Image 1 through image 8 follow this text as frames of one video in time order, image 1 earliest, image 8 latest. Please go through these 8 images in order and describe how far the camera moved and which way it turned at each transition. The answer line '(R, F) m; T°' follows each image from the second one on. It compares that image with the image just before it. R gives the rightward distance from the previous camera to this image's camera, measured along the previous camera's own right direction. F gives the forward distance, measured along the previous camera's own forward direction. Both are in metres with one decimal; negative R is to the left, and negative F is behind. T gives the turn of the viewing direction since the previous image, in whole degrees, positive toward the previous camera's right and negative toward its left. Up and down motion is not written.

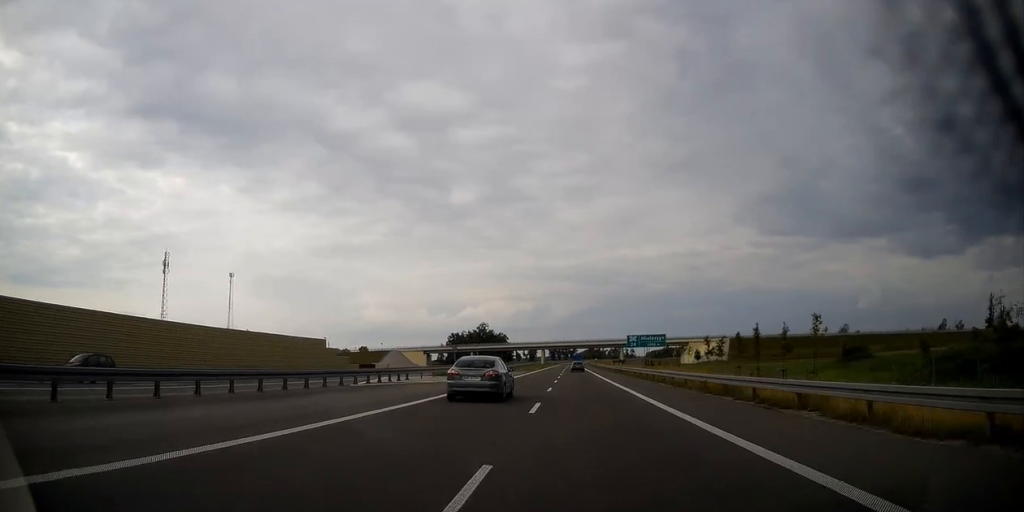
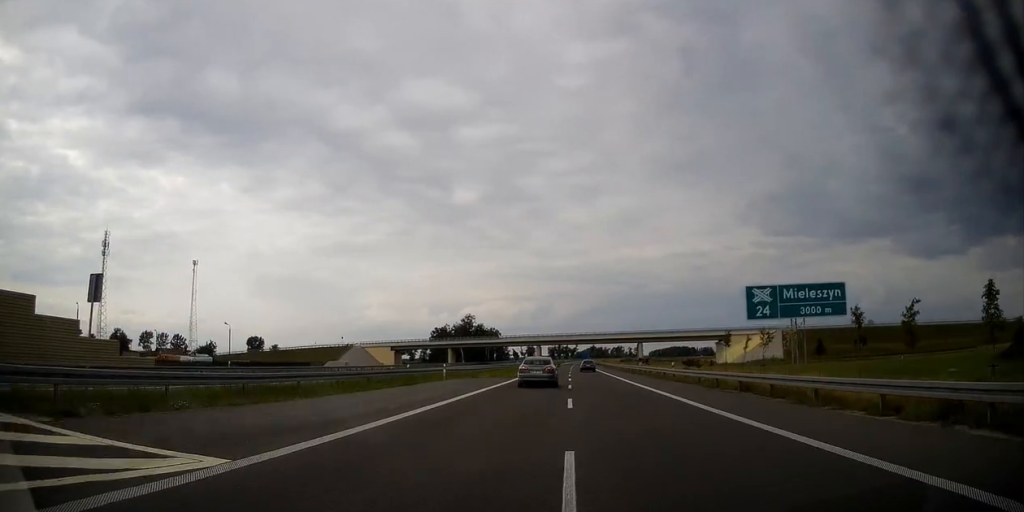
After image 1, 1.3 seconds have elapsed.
(-0.3, +46.9) m; 0°
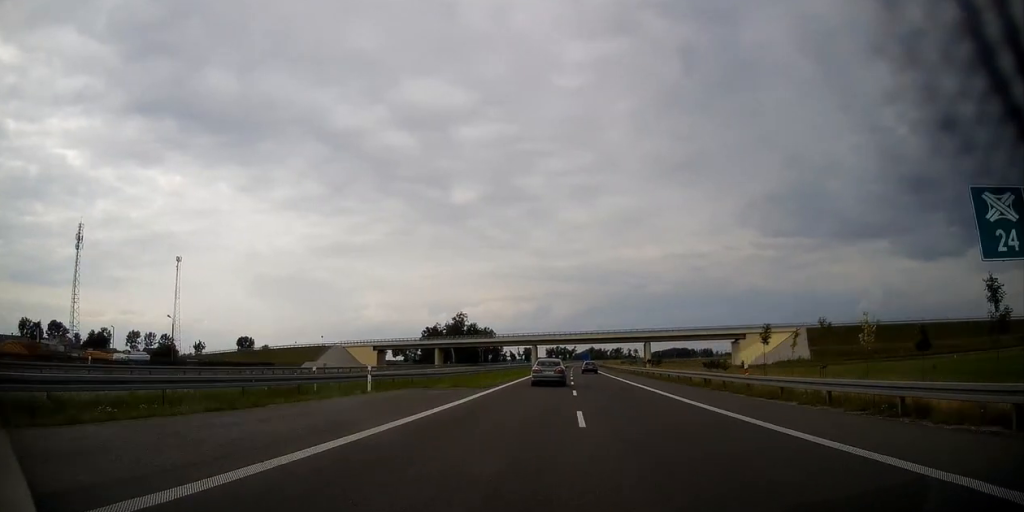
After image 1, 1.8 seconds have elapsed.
(0.0, +16.4) m; 0°
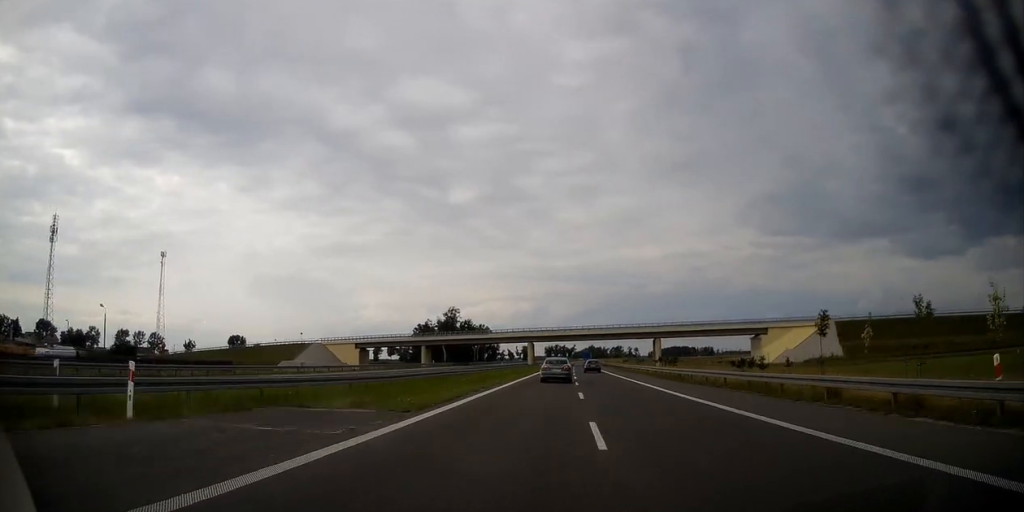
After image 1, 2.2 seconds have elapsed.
(0.0, +15.3) m; 0°
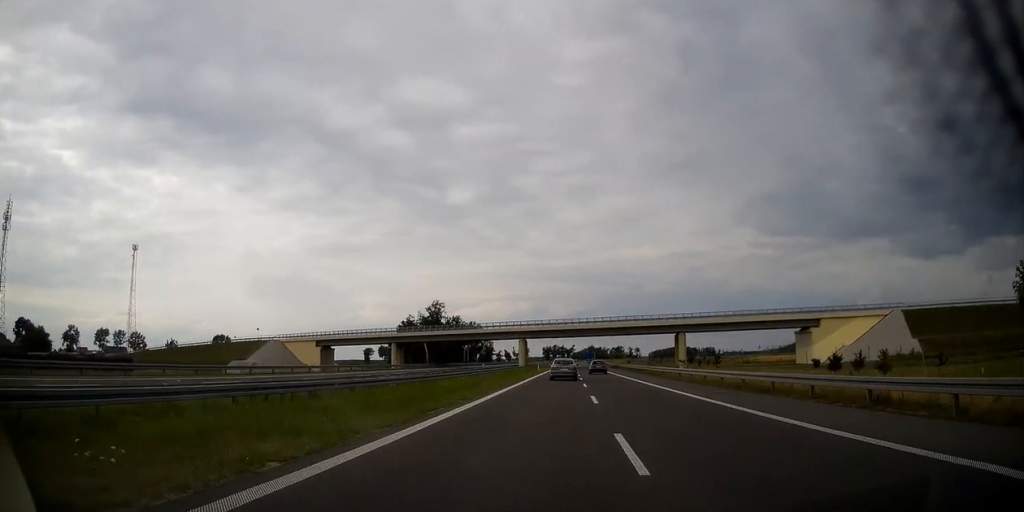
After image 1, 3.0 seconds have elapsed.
(0.0, +25.9) m; 0°
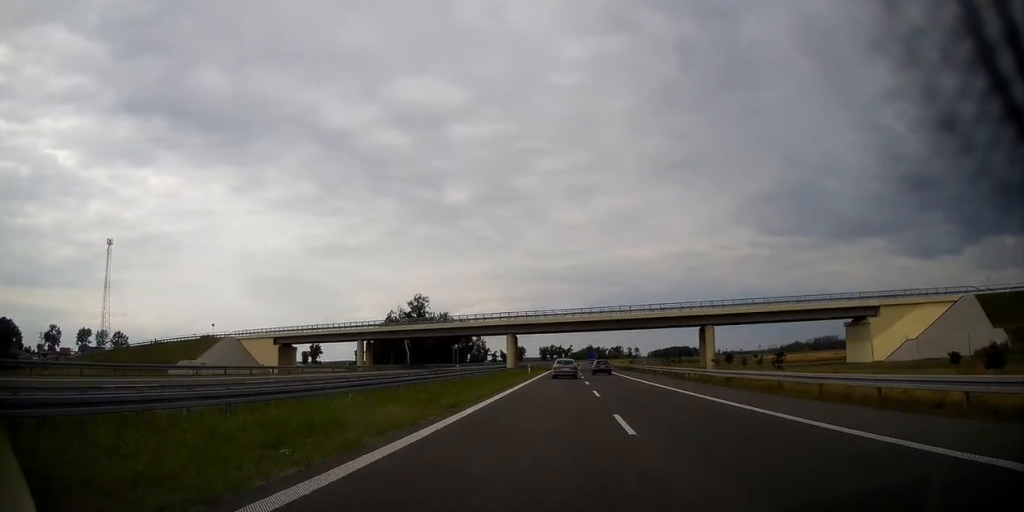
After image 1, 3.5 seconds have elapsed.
(0.0, +20.0) m; 0°
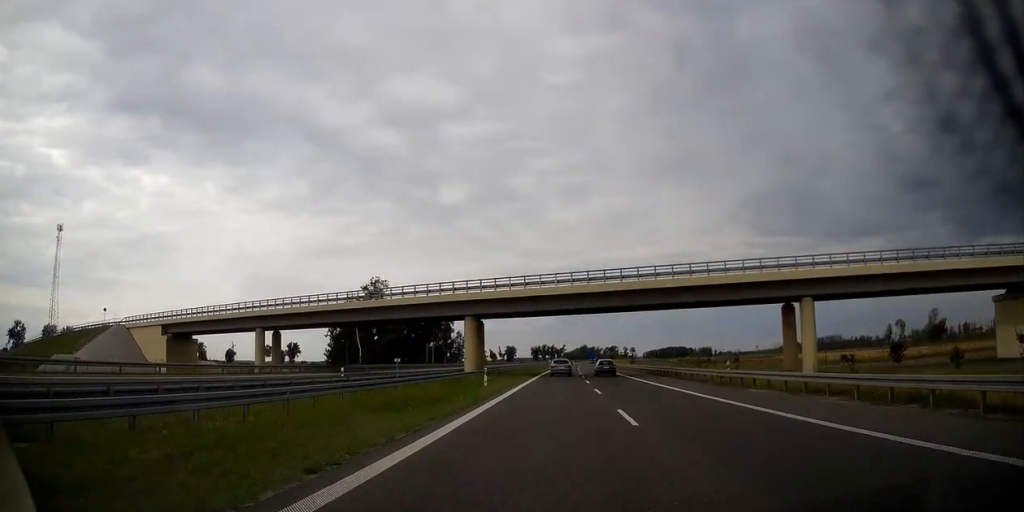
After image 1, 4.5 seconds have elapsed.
(+0.1, +34.3) m; +1°
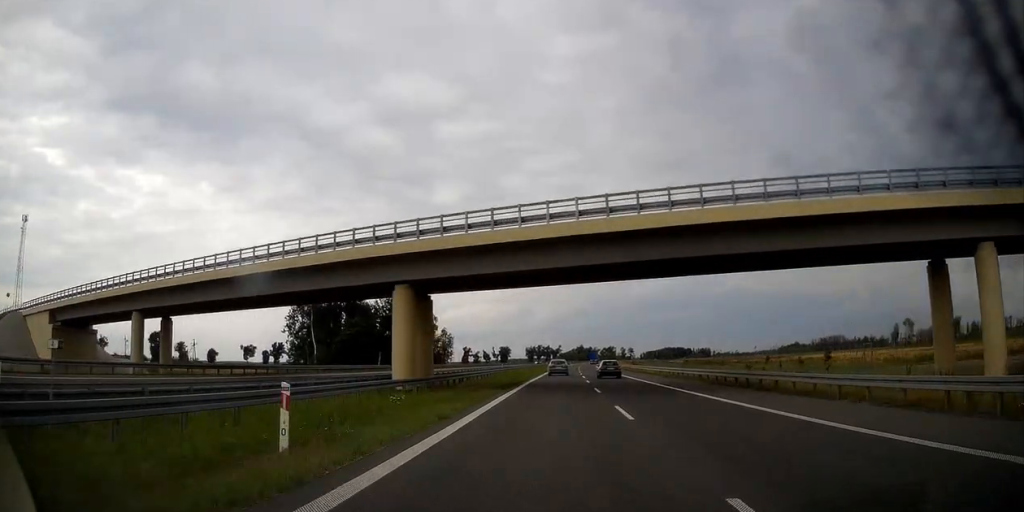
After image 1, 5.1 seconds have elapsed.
(+0.1, +22.6) m; +1°
